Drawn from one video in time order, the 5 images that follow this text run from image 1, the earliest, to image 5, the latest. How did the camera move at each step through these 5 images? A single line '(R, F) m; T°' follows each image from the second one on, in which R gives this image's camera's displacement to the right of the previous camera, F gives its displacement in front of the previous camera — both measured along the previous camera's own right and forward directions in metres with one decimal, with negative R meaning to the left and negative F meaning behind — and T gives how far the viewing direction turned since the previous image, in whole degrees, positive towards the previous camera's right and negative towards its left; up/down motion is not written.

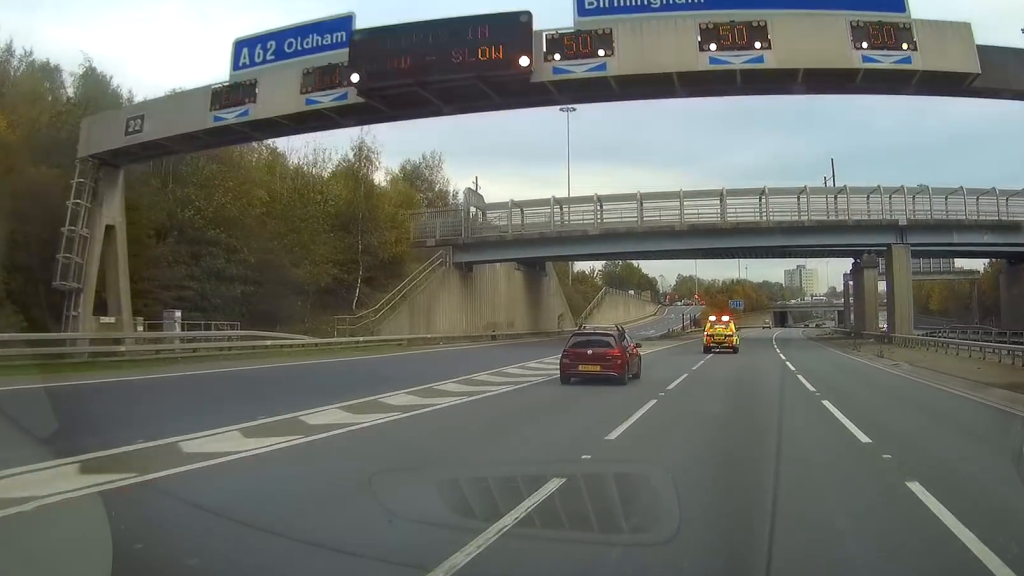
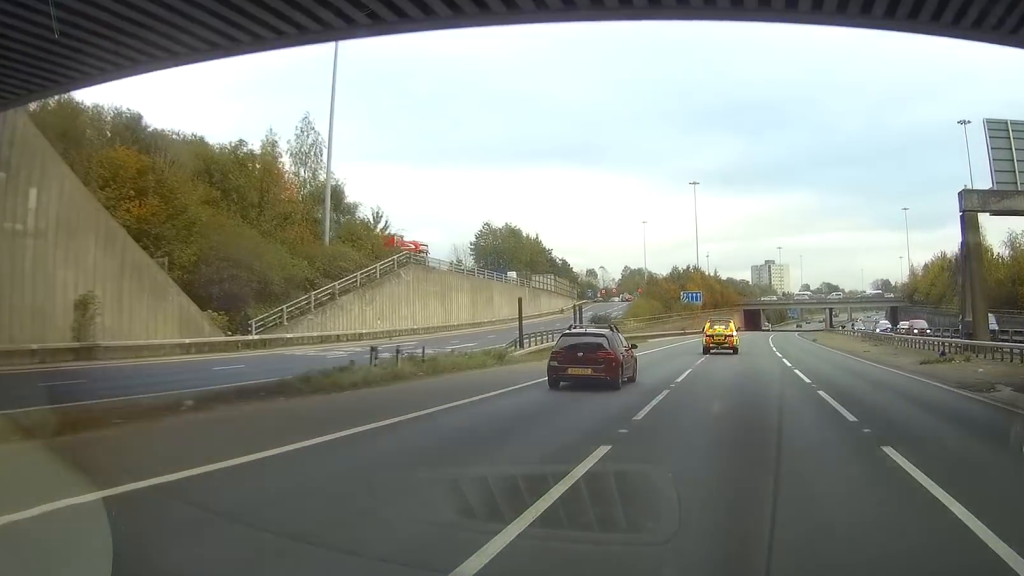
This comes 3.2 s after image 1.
(+1.5, +68.5) m; +2°
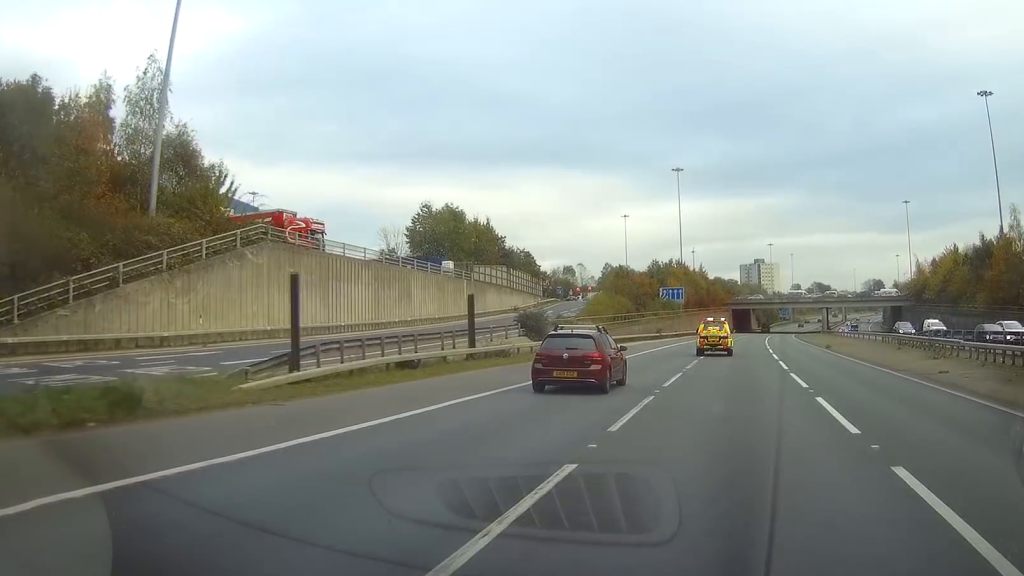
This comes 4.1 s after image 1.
(0.0, +18.8) m; 0°
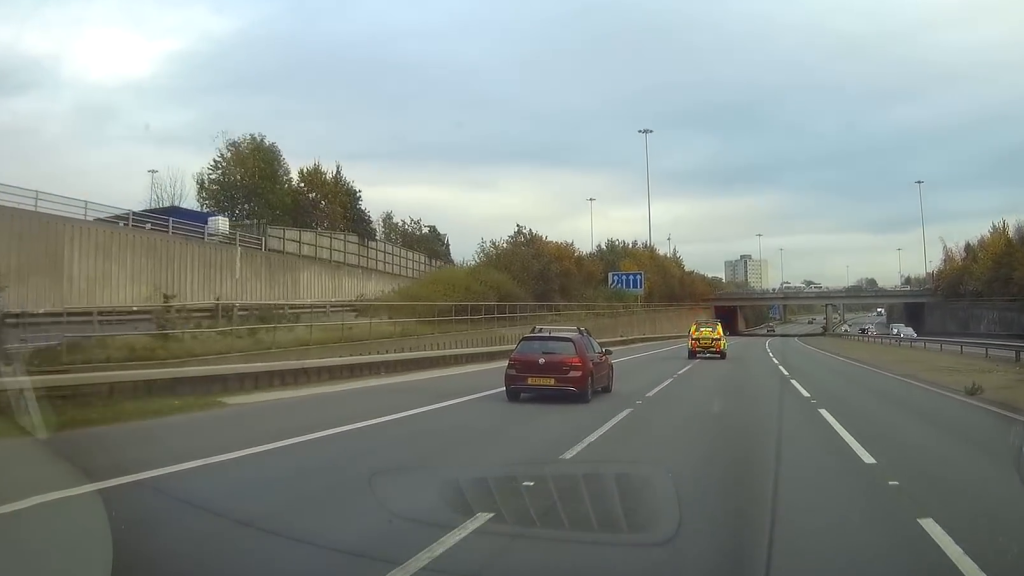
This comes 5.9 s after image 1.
(0.0, +37.8) m; +1°
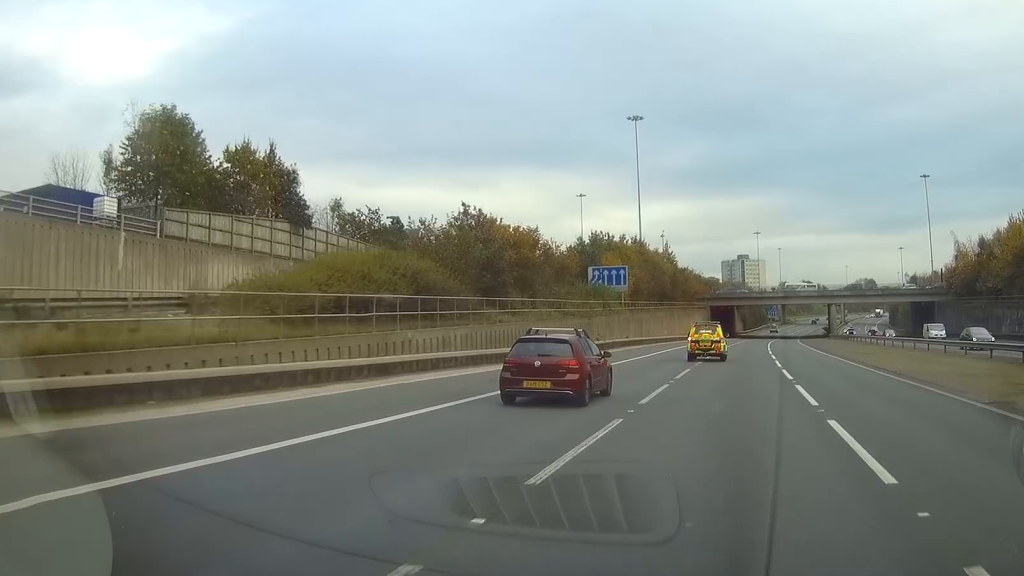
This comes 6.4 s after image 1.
(+0.2, +10.4) m; +1°
